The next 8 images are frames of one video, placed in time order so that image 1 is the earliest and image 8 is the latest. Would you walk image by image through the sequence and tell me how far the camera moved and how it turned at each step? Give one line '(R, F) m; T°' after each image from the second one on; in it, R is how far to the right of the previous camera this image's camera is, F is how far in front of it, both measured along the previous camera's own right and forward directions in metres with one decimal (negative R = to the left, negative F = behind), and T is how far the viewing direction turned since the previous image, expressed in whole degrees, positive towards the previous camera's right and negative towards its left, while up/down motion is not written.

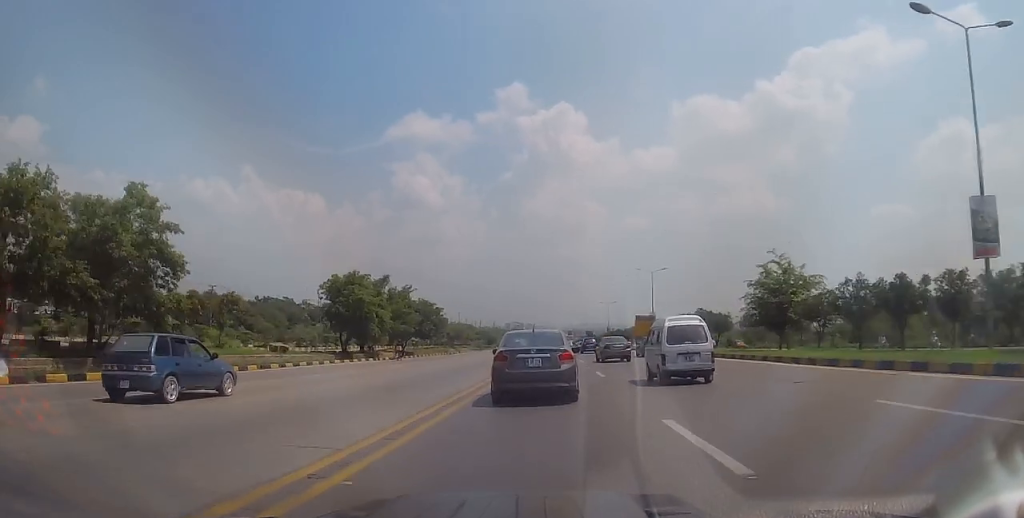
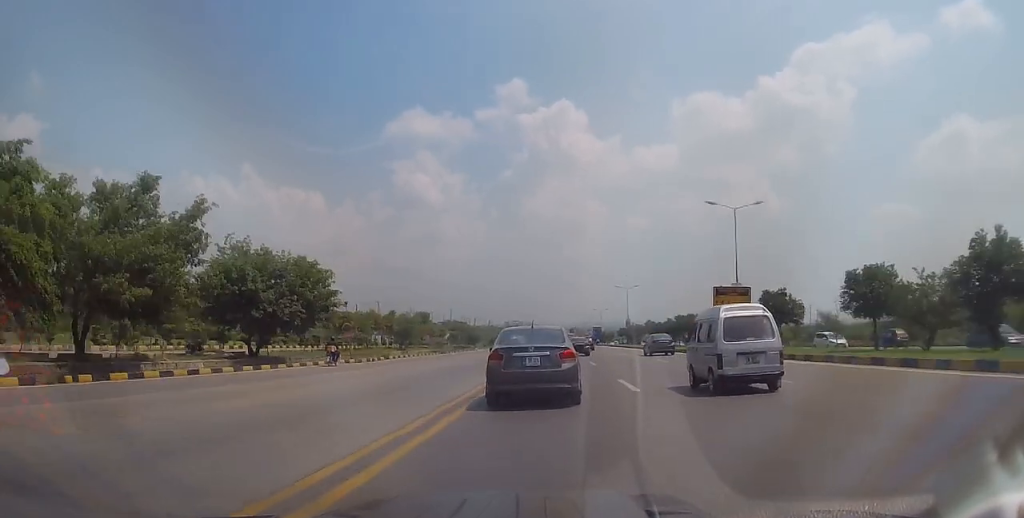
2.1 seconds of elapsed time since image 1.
(0.0, +38.8) m; +1°
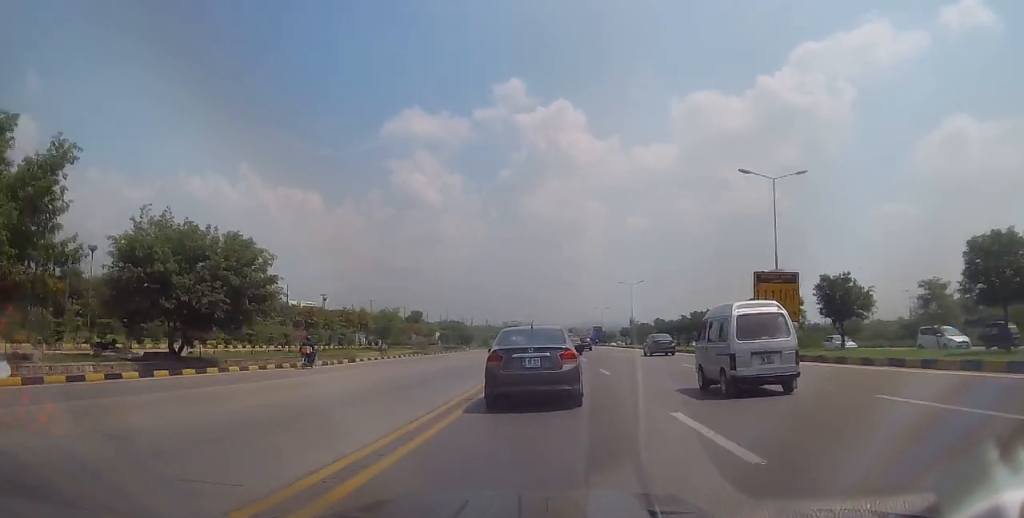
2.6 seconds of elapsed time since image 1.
(-0.2, +8.5) m; +1°
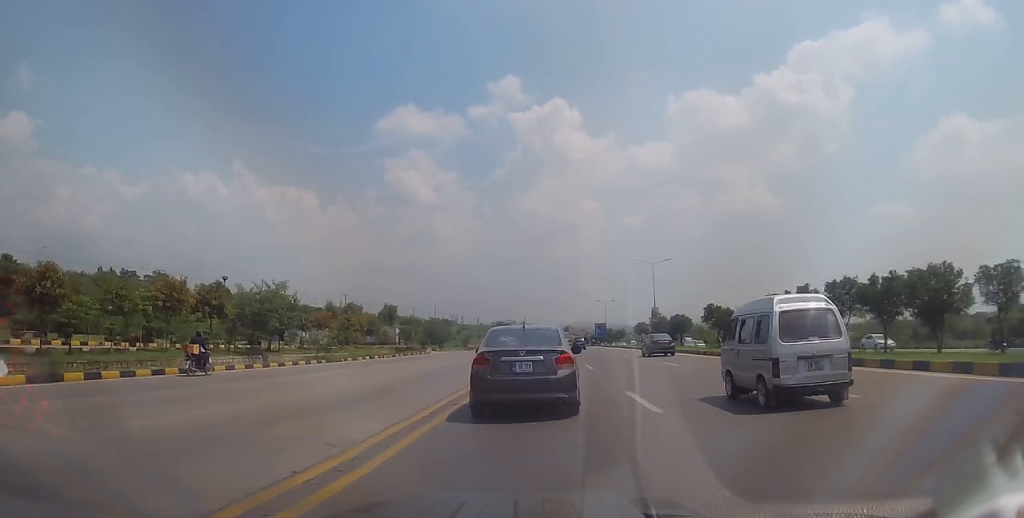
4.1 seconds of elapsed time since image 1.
(+0.6, +27.1) m; 0°
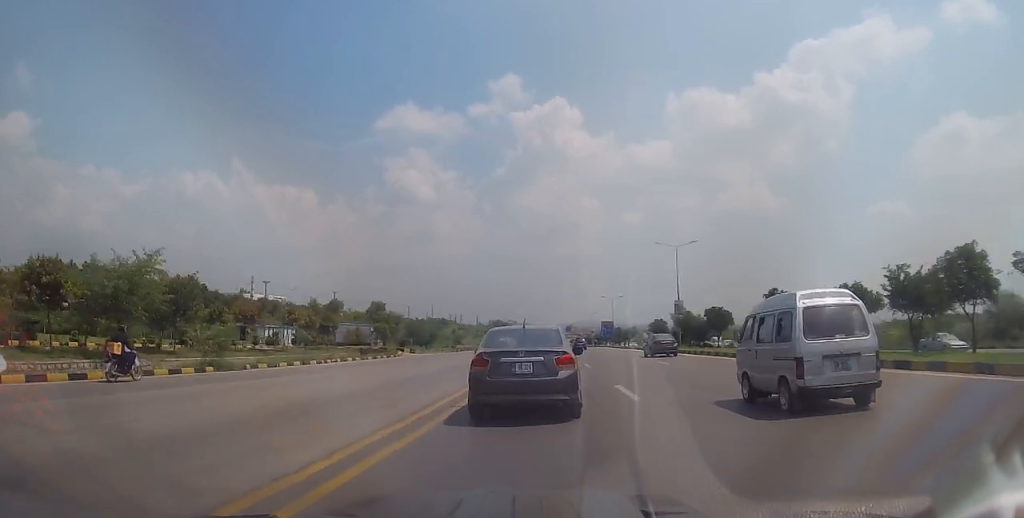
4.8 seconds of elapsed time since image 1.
(-0.2, +13.6) m; -1°
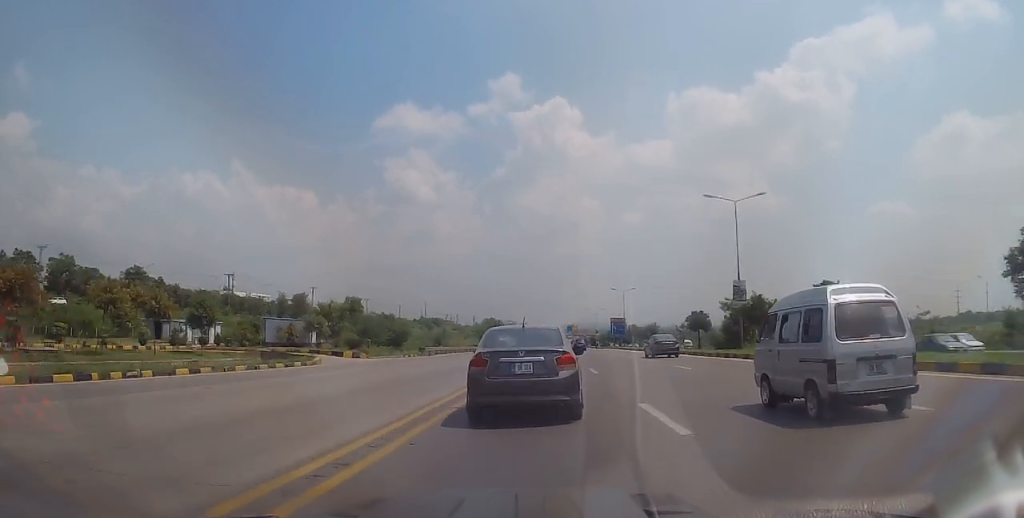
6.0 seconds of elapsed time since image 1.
(0.0, +20.5) m; +1°
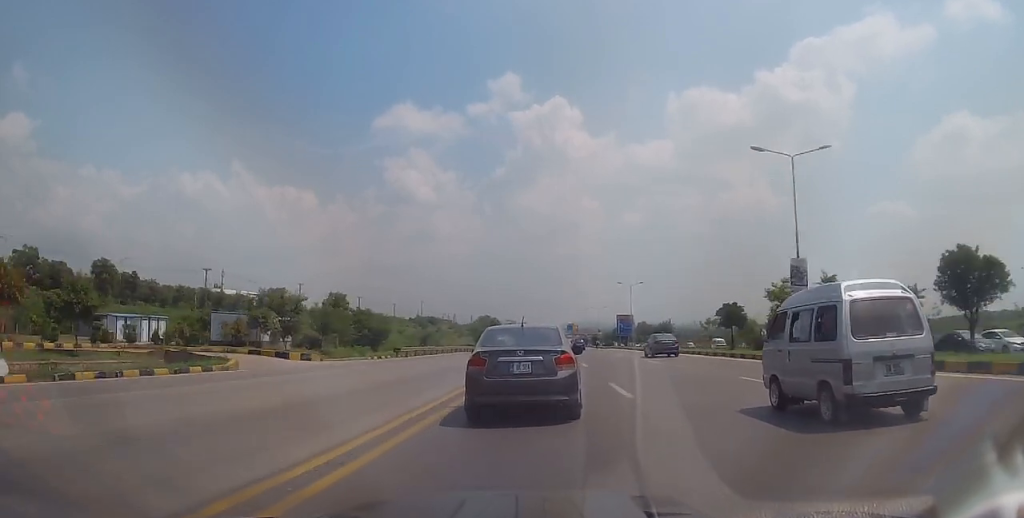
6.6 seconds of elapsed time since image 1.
(+0.2, +10.5) m; +1°
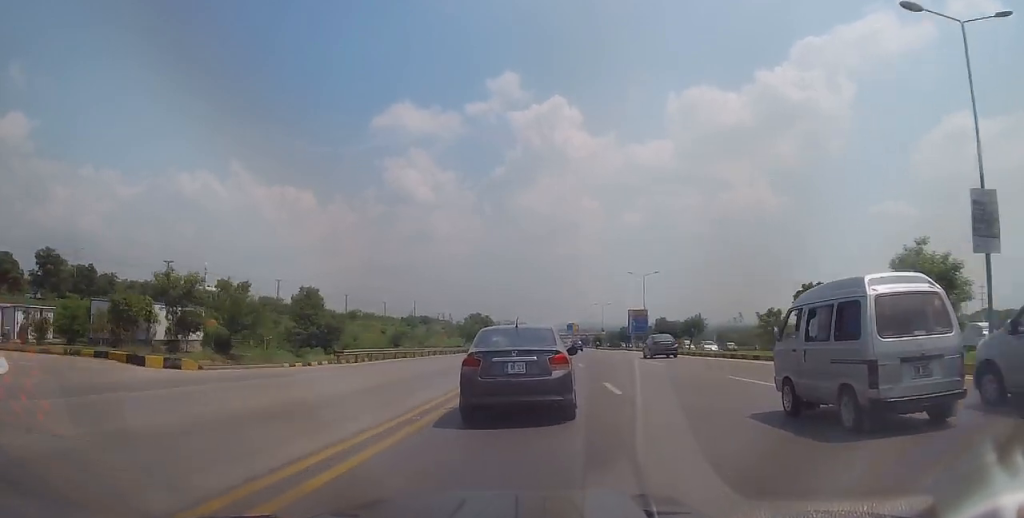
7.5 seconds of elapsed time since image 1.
(0.0, +15.2) m; 0°
